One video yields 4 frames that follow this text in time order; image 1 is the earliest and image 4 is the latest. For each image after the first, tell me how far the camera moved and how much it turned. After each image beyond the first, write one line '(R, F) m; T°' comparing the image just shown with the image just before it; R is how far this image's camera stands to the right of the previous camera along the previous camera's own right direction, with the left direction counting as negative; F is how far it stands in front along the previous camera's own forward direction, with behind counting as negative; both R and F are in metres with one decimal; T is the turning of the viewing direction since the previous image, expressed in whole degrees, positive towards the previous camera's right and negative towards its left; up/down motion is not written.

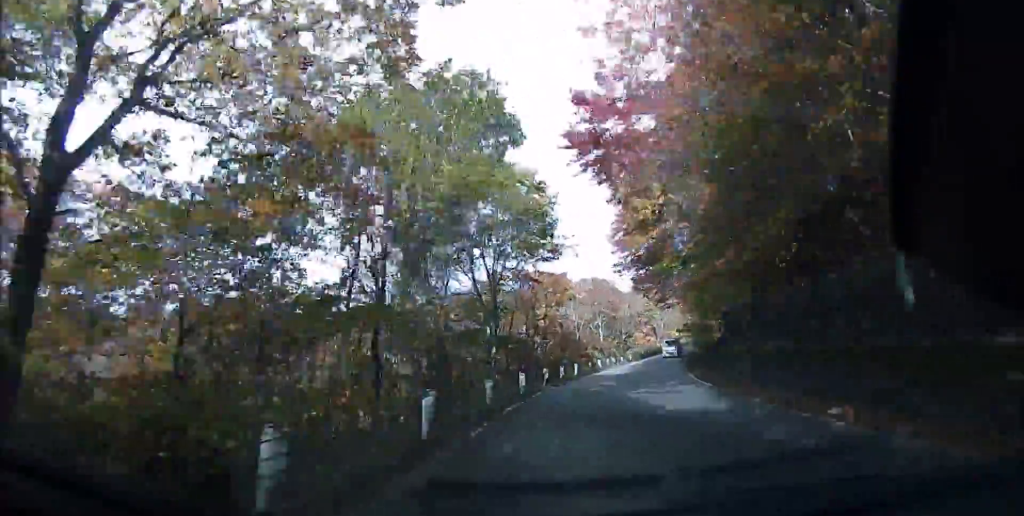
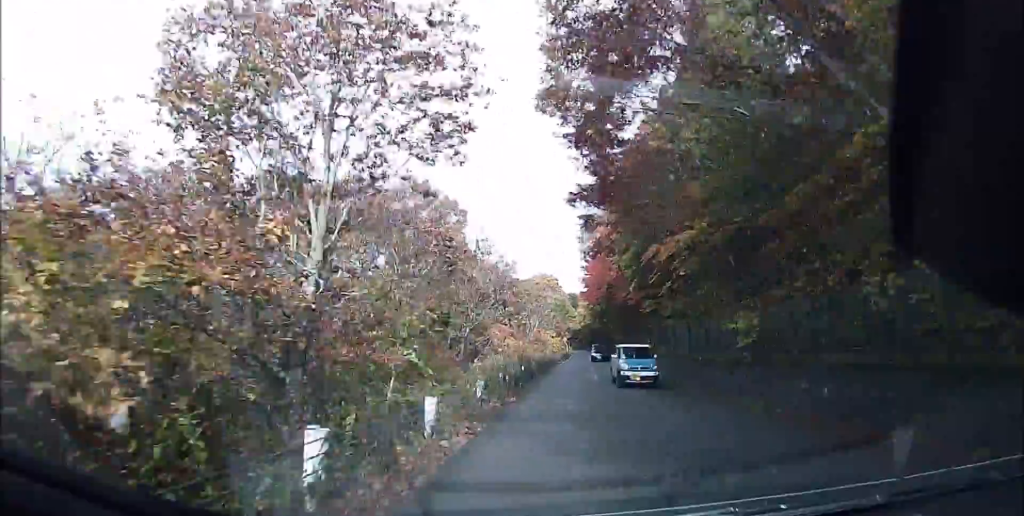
(+9.1, +34.1) m; +18°
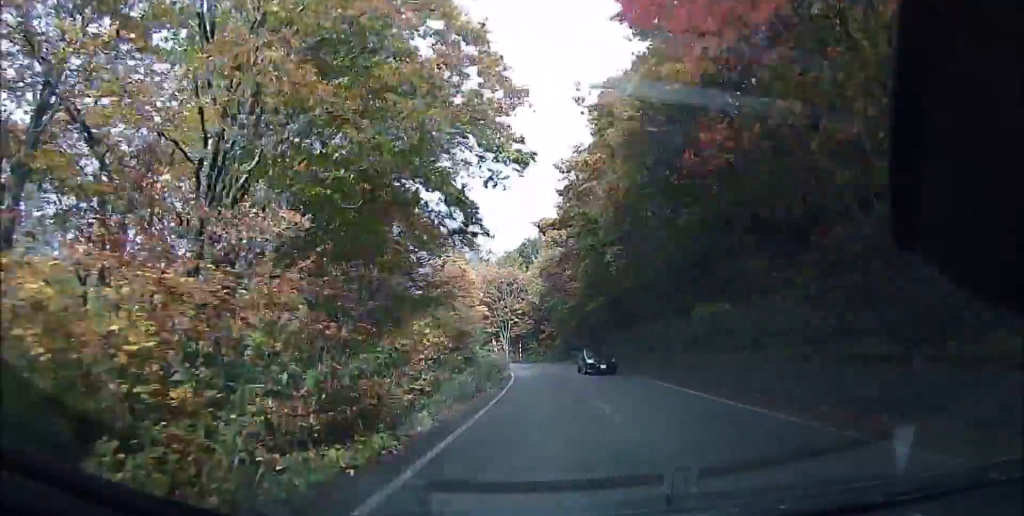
(+4.6, +95.4) m; +2°
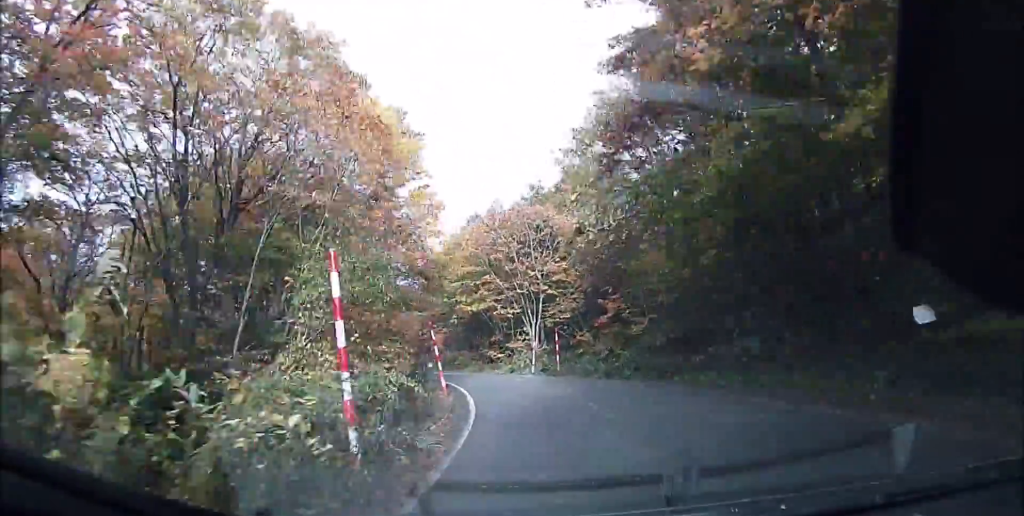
(-1.2, +27.8) m; -7°
